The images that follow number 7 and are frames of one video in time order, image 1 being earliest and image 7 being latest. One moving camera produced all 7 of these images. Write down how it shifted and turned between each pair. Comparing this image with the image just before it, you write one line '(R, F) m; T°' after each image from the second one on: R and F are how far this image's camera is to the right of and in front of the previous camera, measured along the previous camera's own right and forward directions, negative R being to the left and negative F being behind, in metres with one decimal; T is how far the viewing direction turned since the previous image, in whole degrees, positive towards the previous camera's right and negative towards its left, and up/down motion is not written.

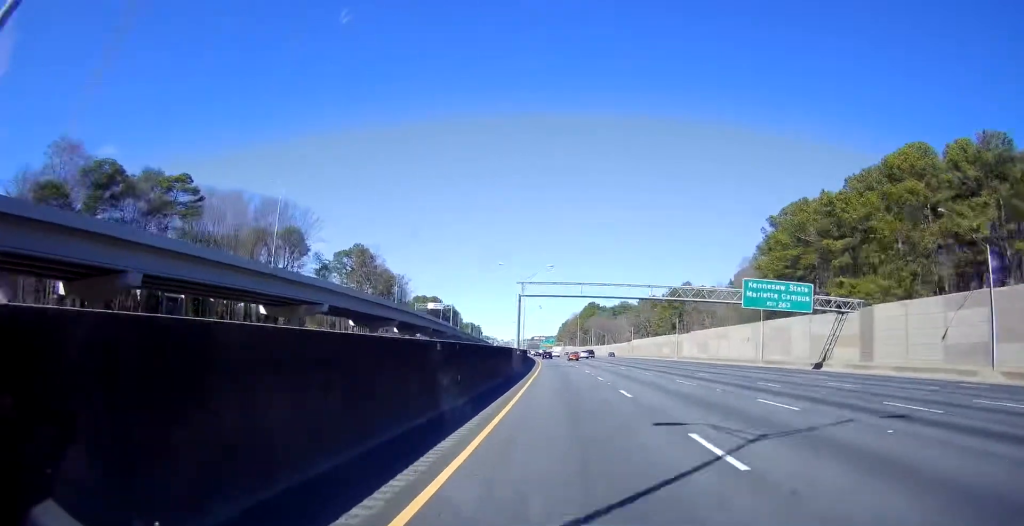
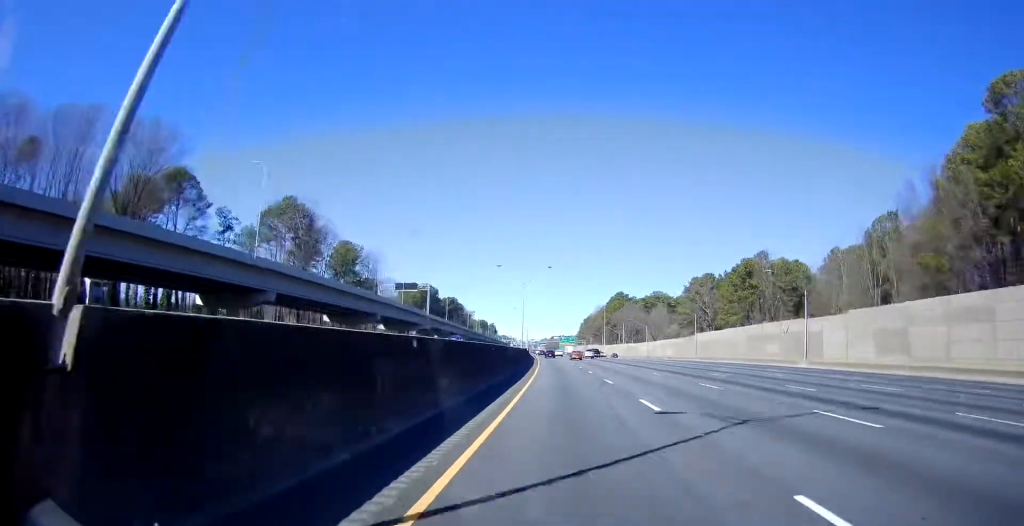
(-2.5, +63.9) m; -2°
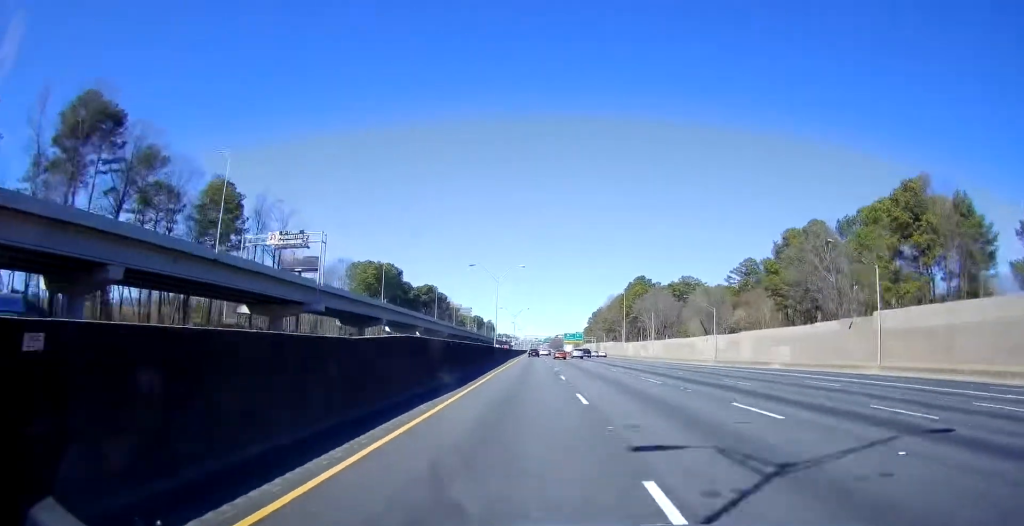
(+0.1, +71.5) m; -2°
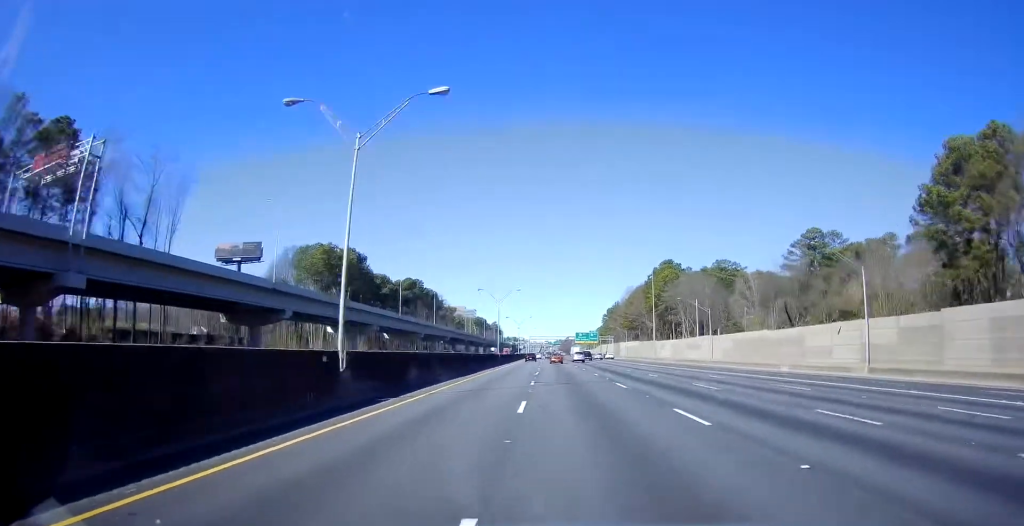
(-0.5, +49.0) m; 0°
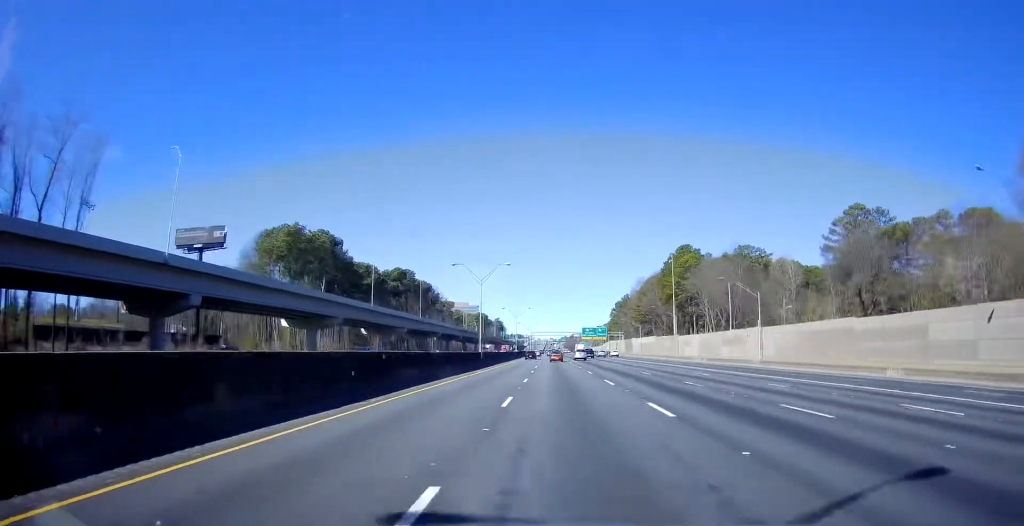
(+0.1, +22.7) m; +1°
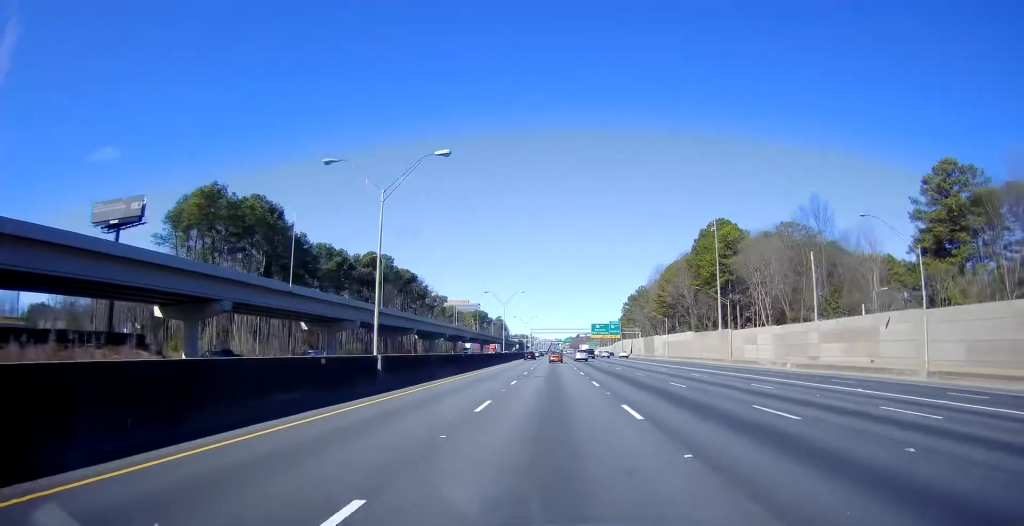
(+0.3, +36.1) m; -1°
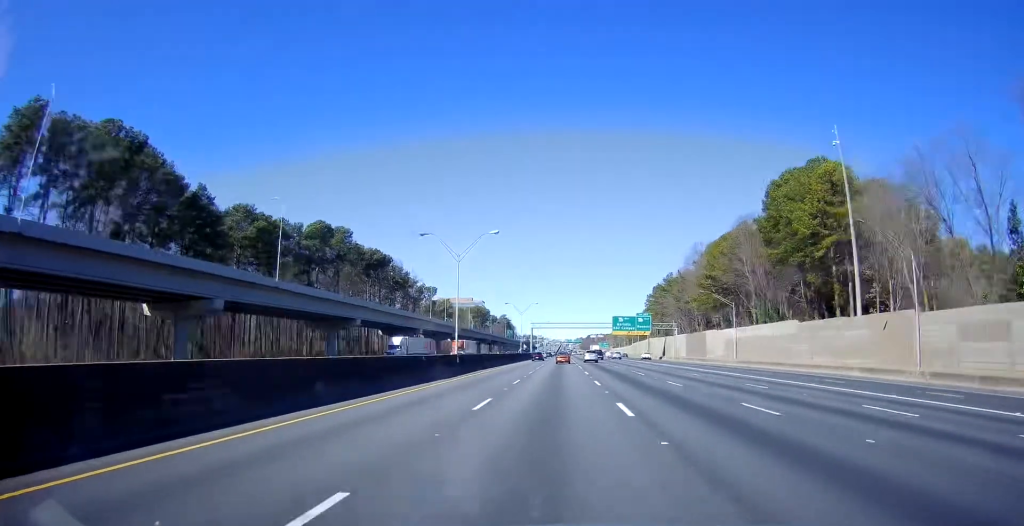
(-1.2, +48.0) m; -2°
